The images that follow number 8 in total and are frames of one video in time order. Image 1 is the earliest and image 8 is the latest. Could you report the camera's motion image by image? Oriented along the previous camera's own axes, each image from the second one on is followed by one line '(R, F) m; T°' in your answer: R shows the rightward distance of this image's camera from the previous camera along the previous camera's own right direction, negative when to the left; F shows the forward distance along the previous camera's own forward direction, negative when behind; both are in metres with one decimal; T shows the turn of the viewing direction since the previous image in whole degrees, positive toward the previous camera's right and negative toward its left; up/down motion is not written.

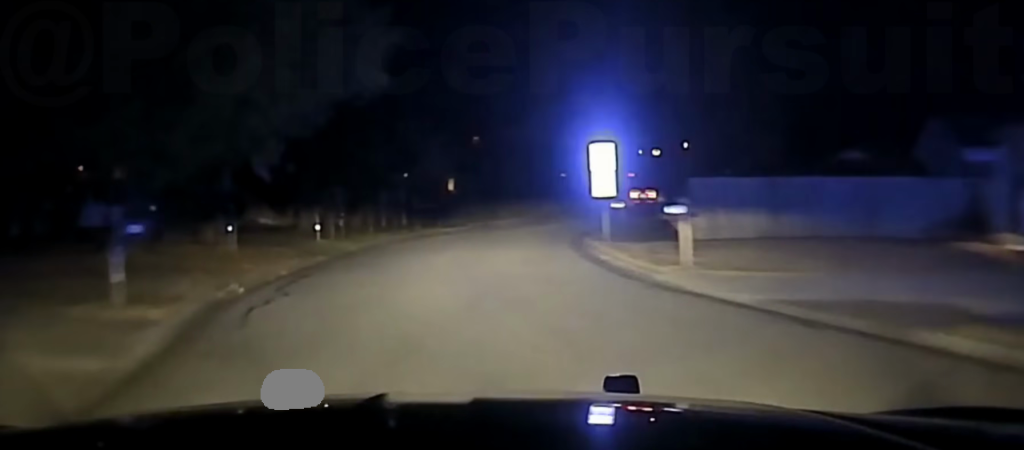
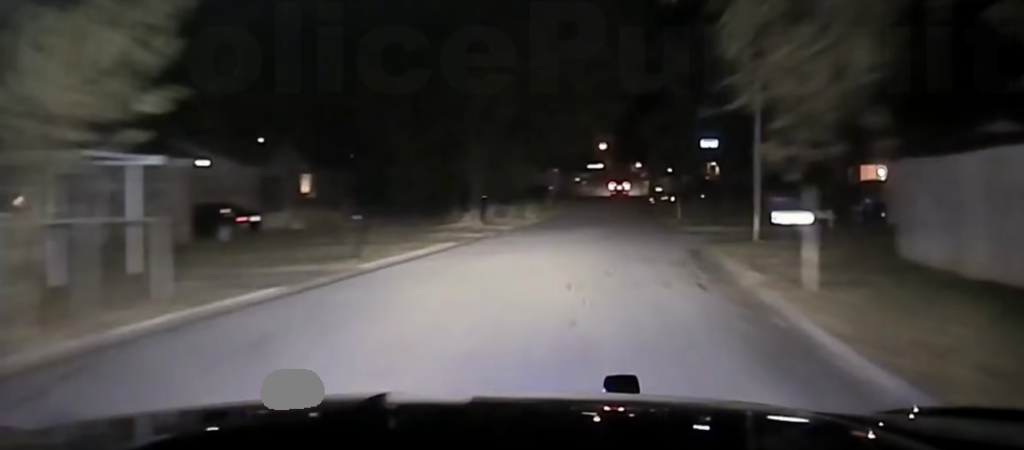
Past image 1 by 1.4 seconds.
(+0.4, +35.4) m; +6°
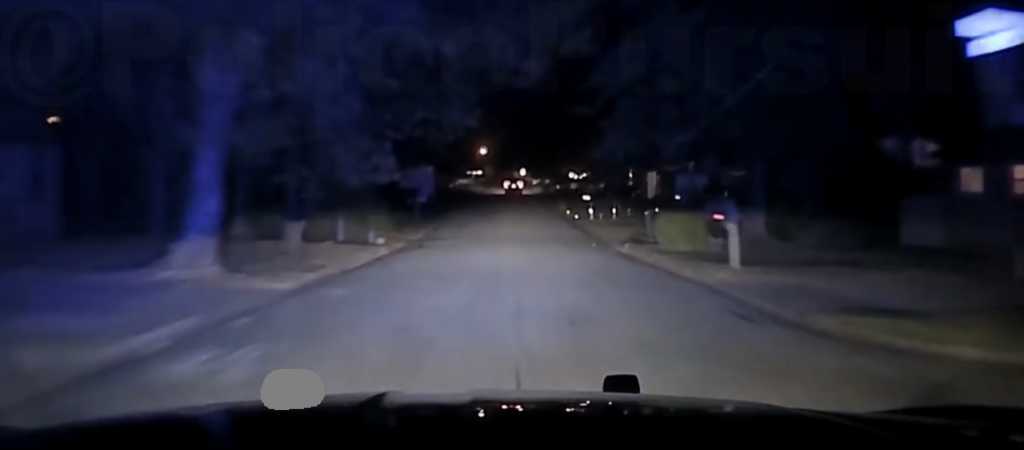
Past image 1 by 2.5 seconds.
(+2.2, +31.6) m; +8°
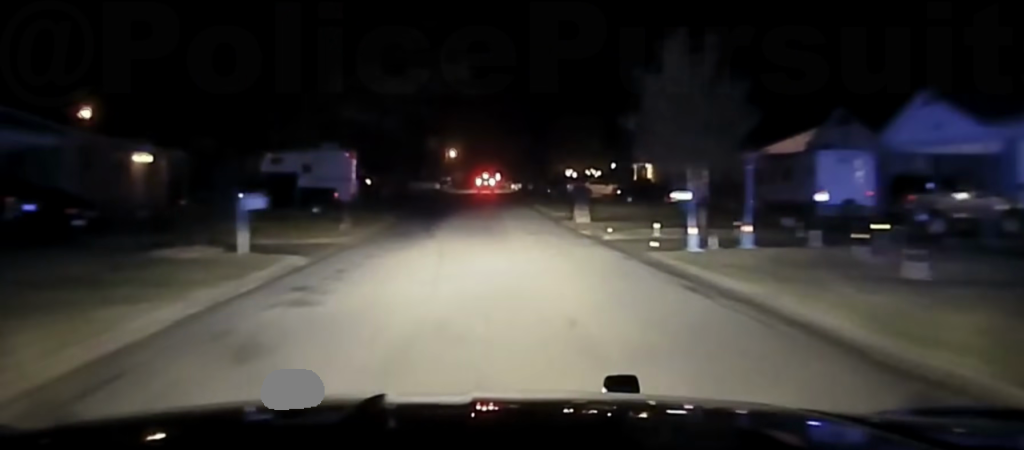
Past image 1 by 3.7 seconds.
(+1.6, +34.5) m; +2°
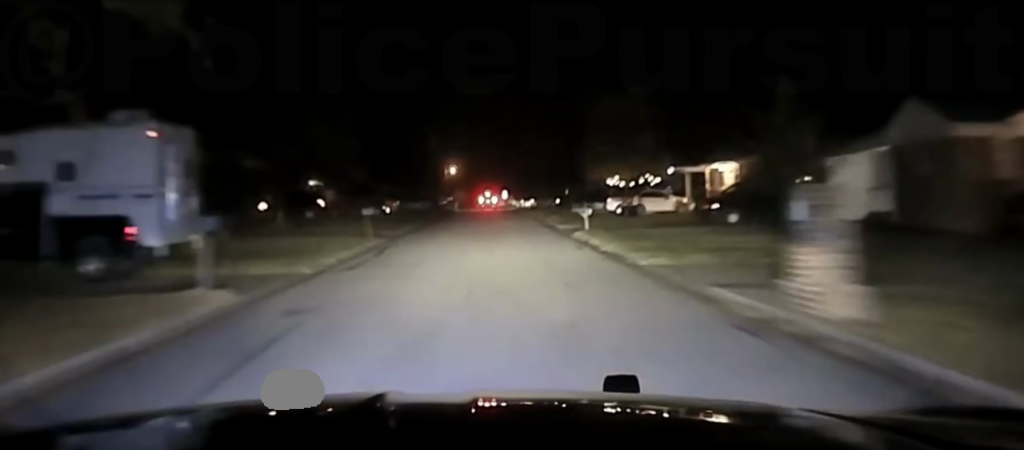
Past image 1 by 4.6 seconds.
(-0.4, +29.4) m; -2°
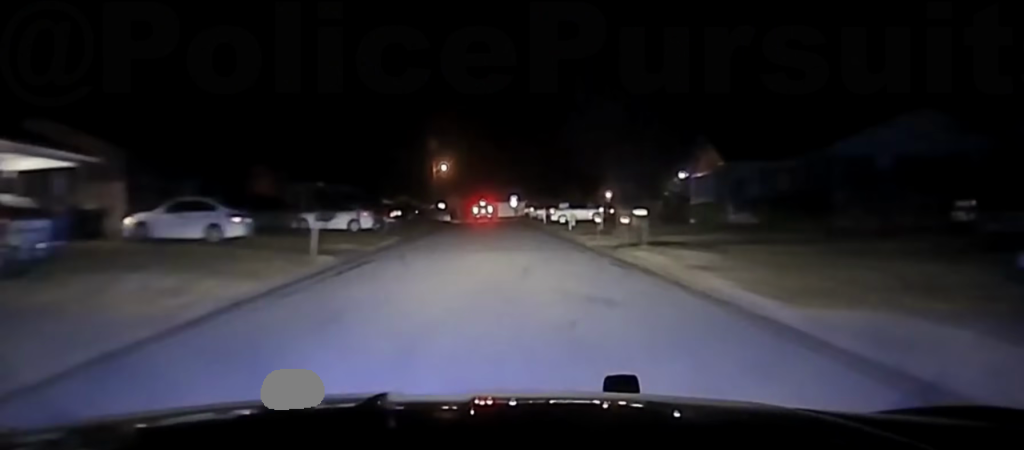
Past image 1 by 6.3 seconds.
(-0.1, +59.1) m; 0°
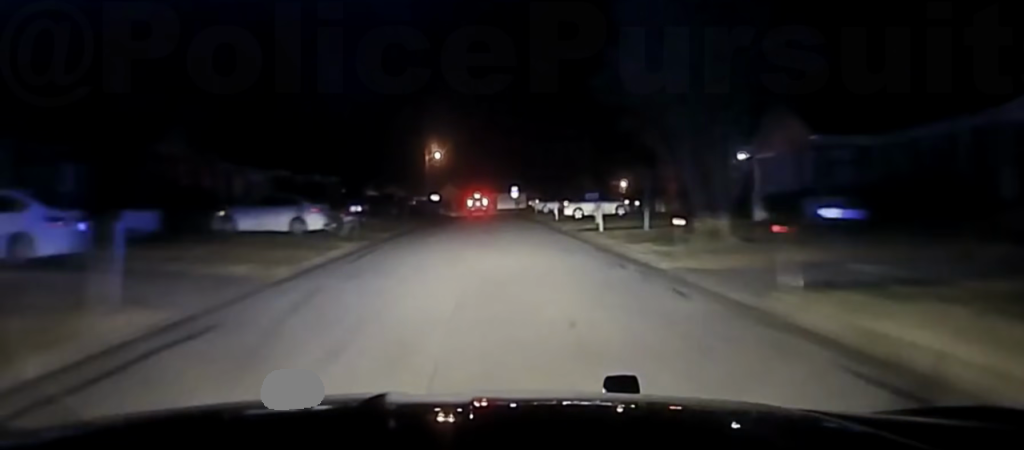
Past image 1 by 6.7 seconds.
(0.0, +14.5) m; 0°
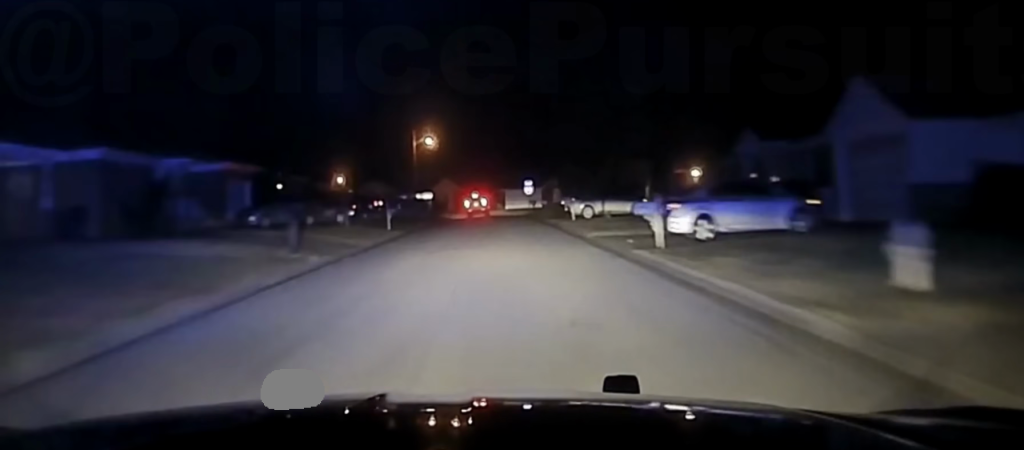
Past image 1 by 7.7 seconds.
(-0.4, +32.3) m; -1°
